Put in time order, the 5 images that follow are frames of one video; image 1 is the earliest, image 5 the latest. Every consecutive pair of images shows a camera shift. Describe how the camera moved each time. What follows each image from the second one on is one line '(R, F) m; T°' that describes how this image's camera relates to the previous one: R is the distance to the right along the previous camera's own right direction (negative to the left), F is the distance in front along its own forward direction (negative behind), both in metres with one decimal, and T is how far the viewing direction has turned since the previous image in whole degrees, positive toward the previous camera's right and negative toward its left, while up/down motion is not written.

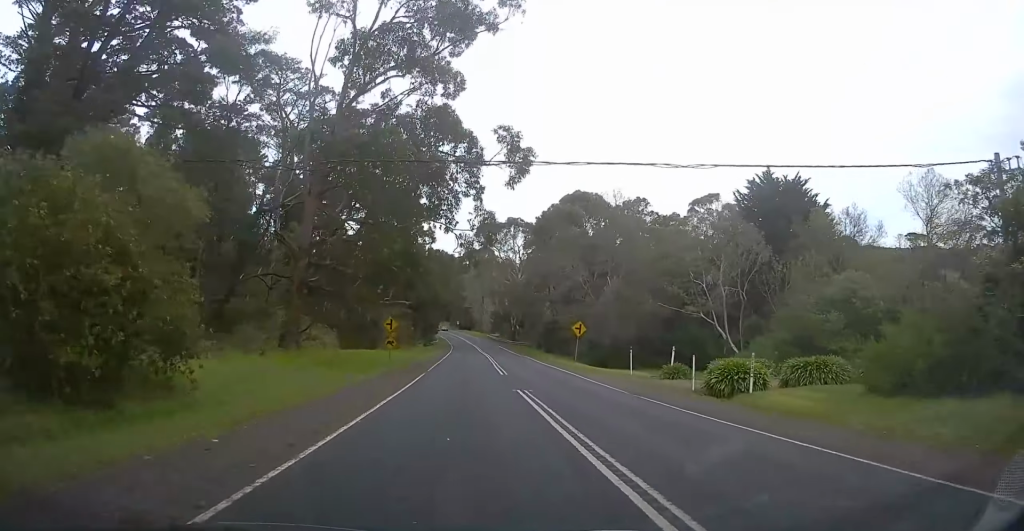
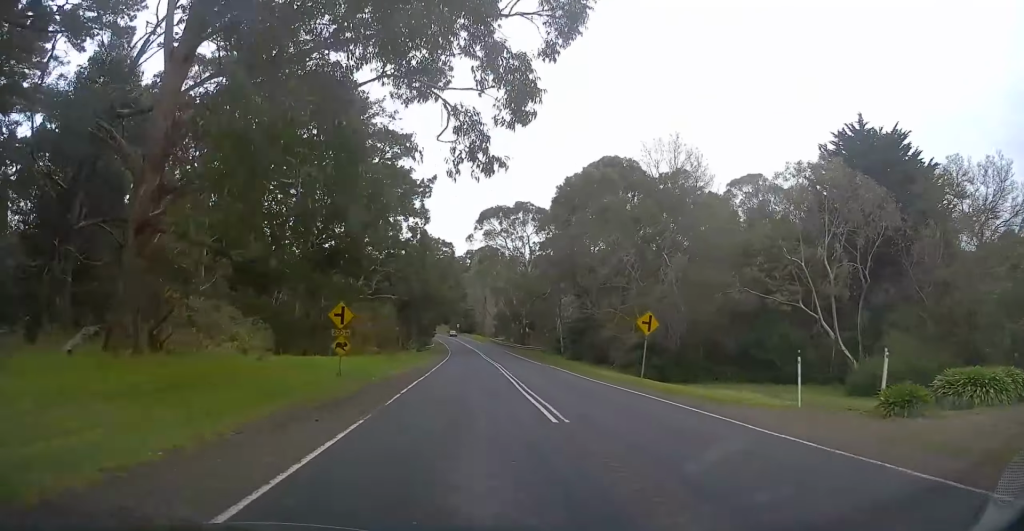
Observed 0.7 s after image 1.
(+0.4, +15.3) m; 0°
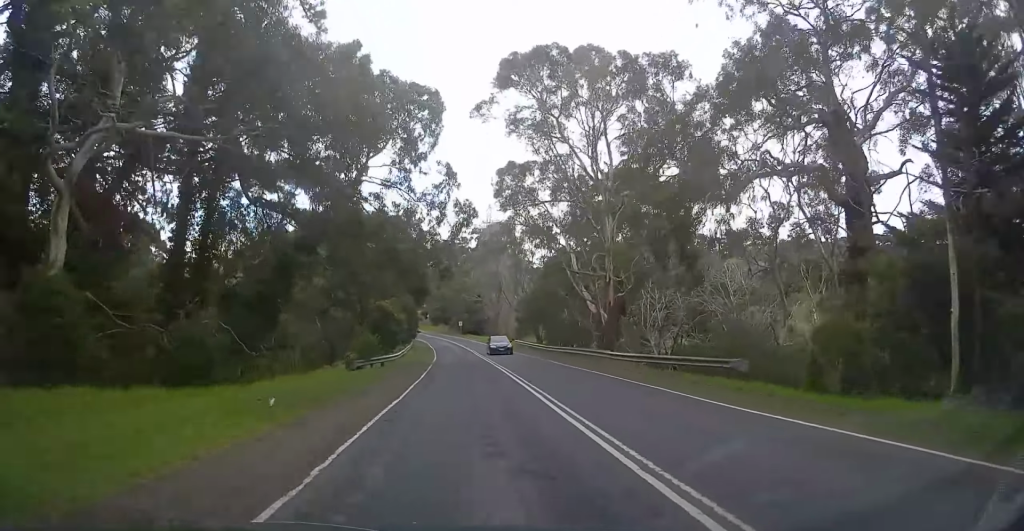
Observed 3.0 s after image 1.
(-0.9, +51.5) m; -1°
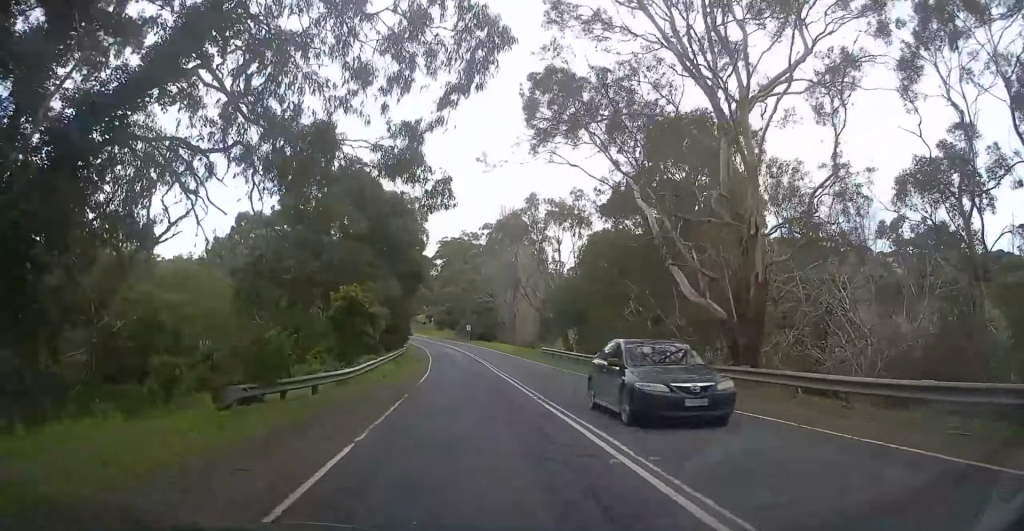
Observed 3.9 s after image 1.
(-0.1, +18.5) m; 0°
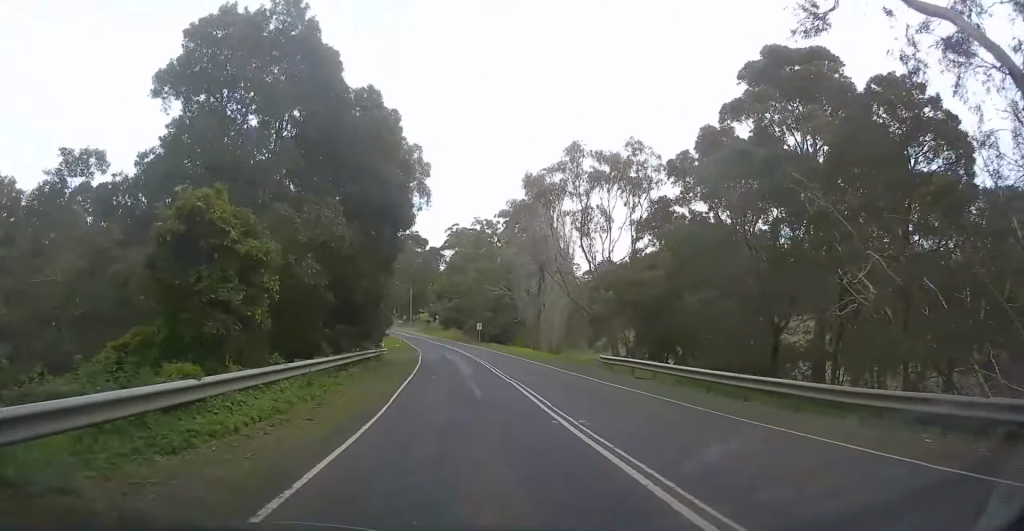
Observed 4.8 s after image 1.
(0.0, +19.9) m; -1°
